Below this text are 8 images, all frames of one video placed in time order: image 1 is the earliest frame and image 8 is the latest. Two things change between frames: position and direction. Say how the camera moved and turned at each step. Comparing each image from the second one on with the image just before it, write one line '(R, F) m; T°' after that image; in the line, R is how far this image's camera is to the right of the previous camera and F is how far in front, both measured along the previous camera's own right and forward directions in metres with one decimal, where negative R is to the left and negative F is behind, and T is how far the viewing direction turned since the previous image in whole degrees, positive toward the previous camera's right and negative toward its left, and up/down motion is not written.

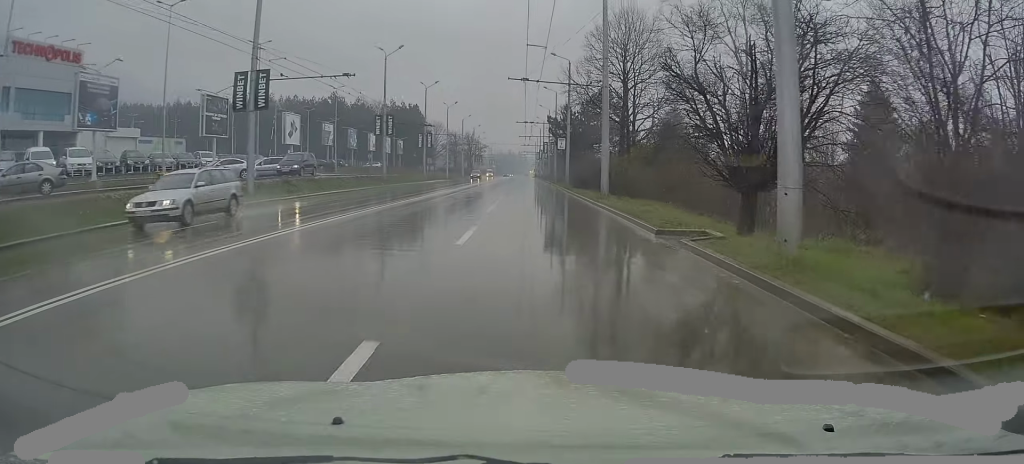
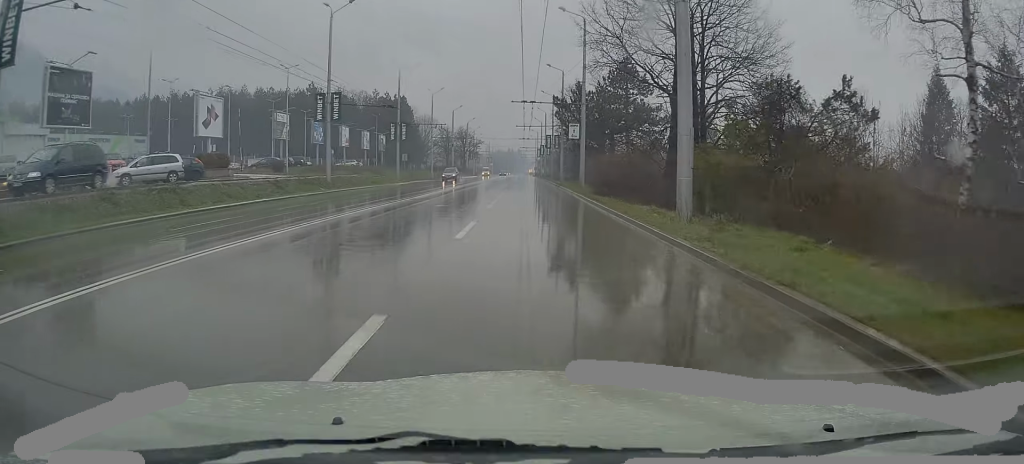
(+0.2, +17.1) m; 0°
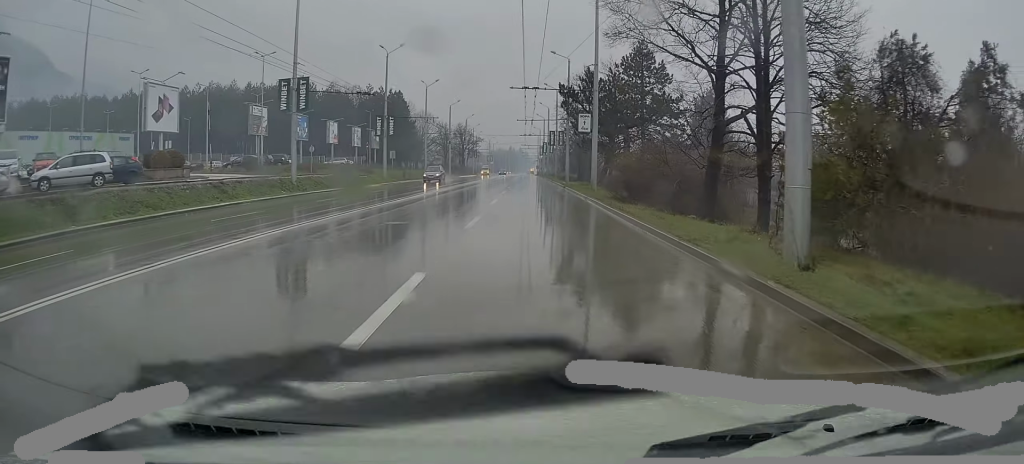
(0.0, +7.0) m; 0°
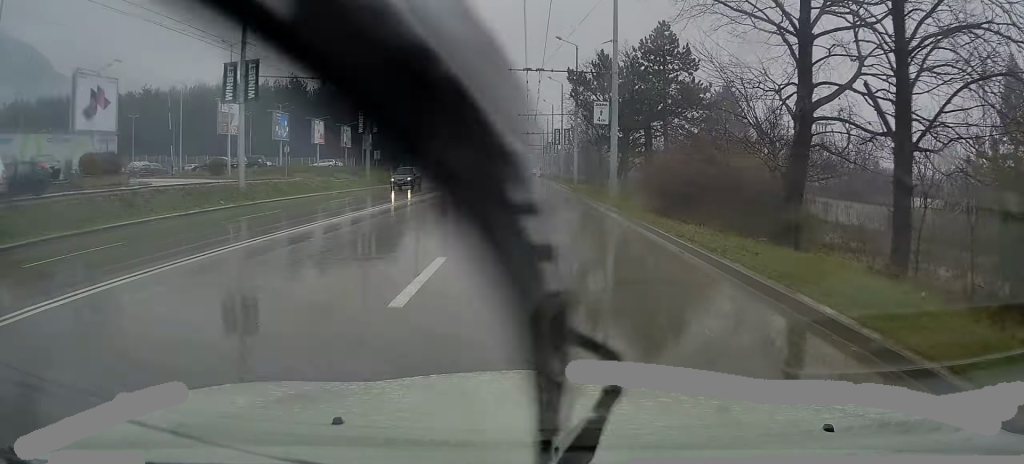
(-0.1, +7.4) m; -1°
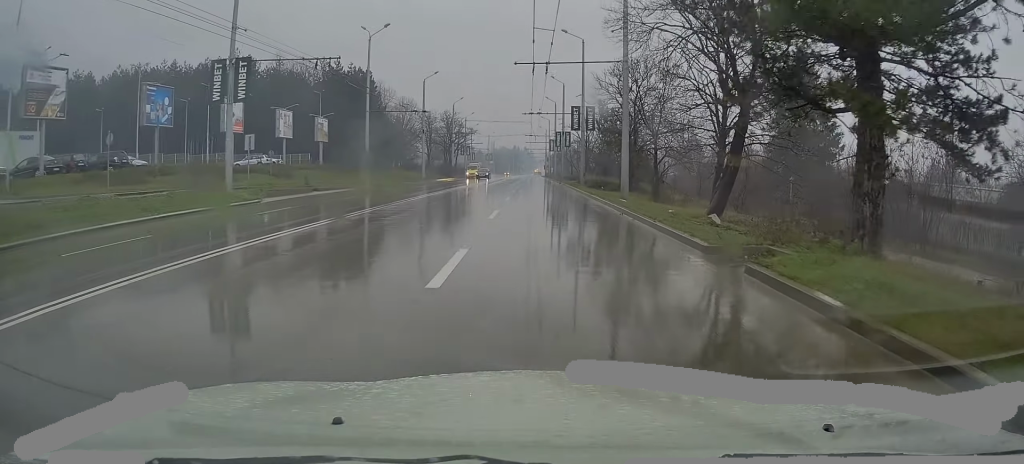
(+0.3, +26.1) m; +1°
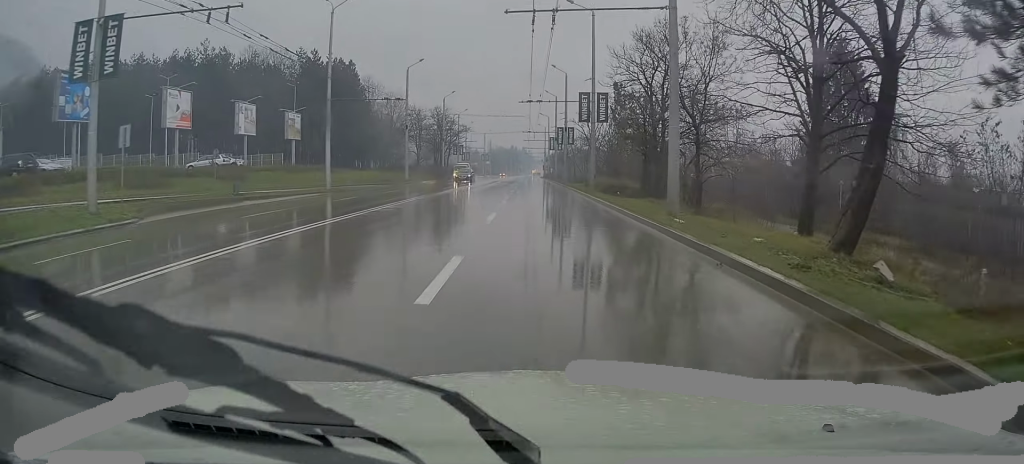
(0.0, +9.7) m; 0°
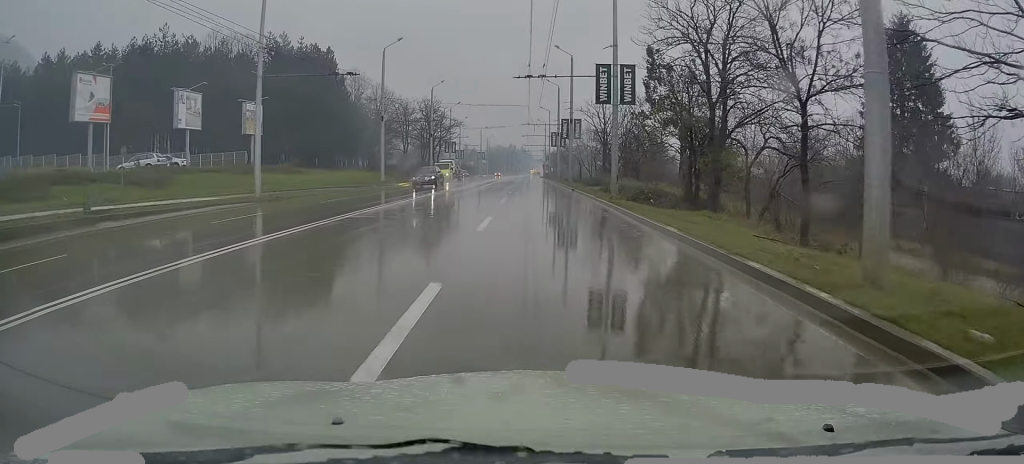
(-0.2, +10.9) m; -1°
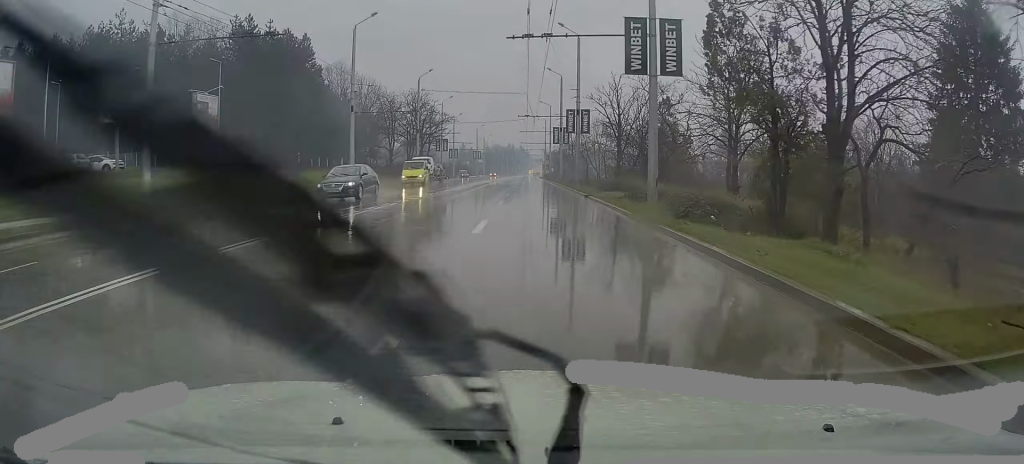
(0.0, +9.6) m; 0°
